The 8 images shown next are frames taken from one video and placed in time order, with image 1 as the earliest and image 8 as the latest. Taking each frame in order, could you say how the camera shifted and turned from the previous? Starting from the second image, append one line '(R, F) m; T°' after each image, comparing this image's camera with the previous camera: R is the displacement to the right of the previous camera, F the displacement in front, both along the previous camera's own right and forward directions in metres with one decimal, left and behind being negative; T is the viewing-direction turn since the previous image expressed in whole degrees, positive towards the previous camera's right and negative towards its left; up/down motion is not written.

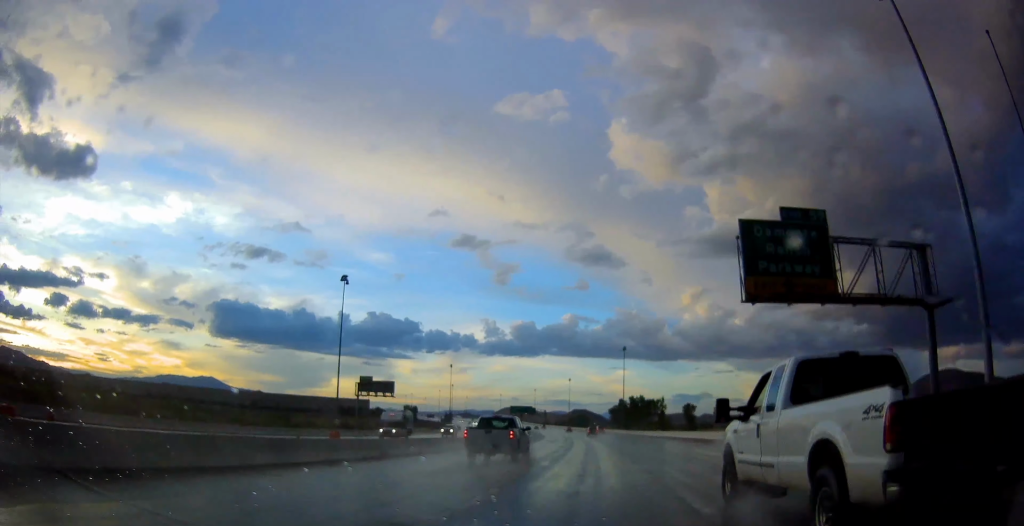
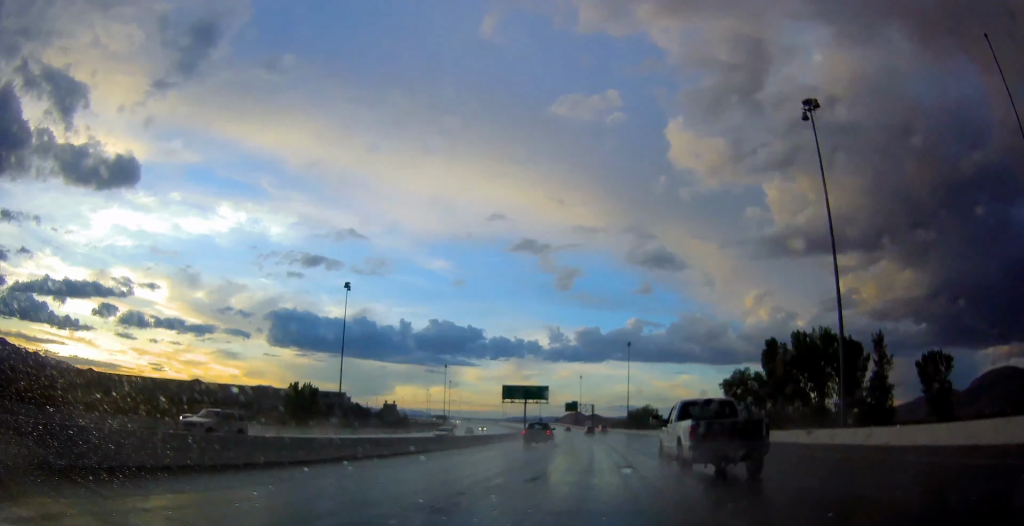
(-1.6, +116.7) m; -6°
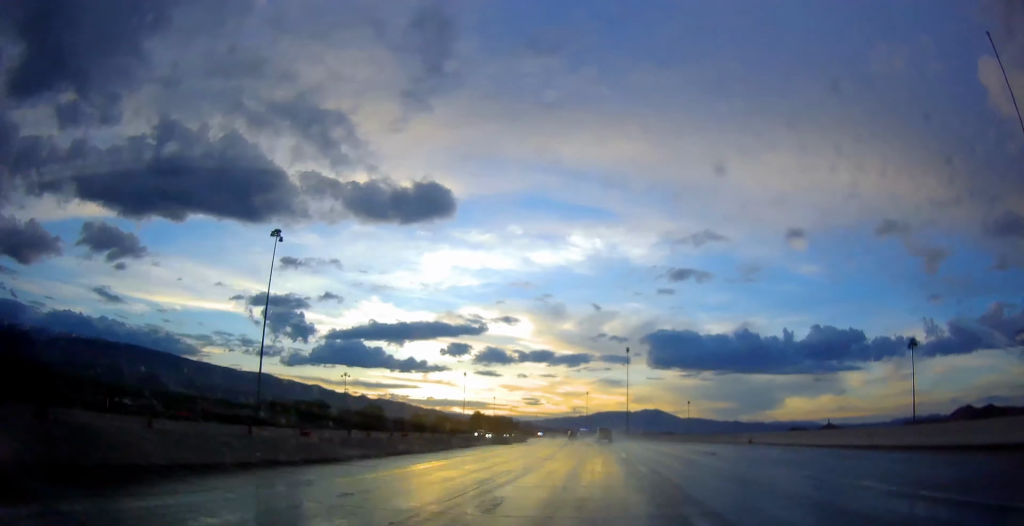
(-219.8, +648.8) m; -34°
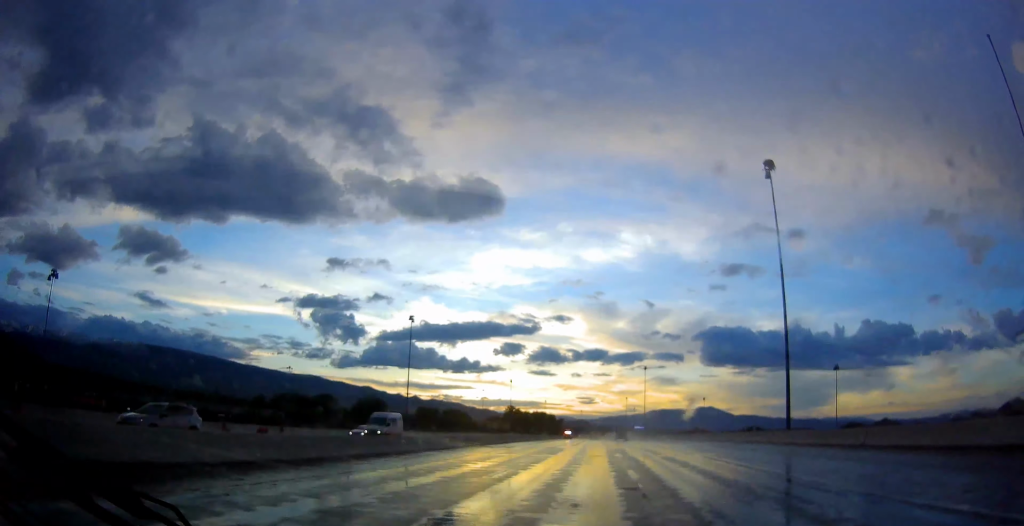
(-6.2, +97.6) m; -2°
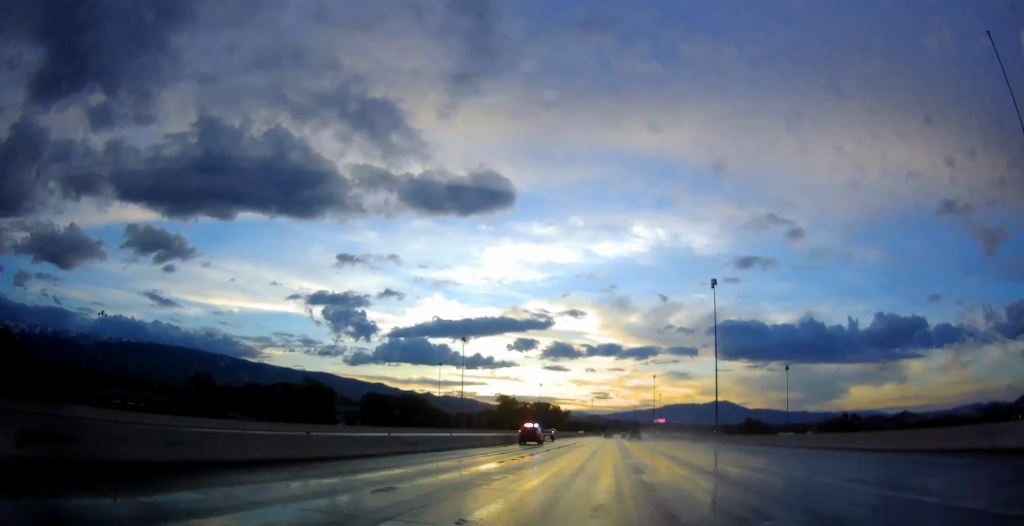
(-2.9, +97.3) m; -1°
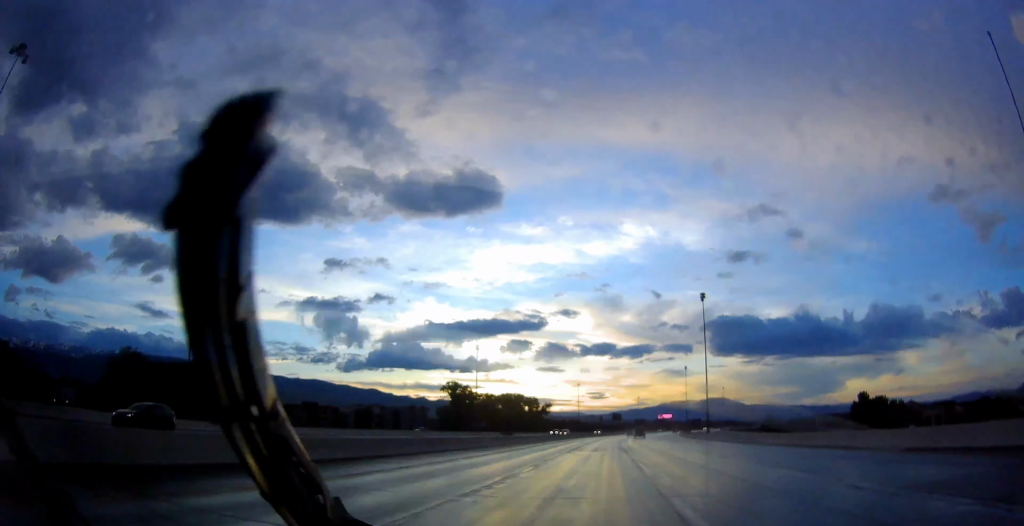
(-0.1, +121.2) m; +3°
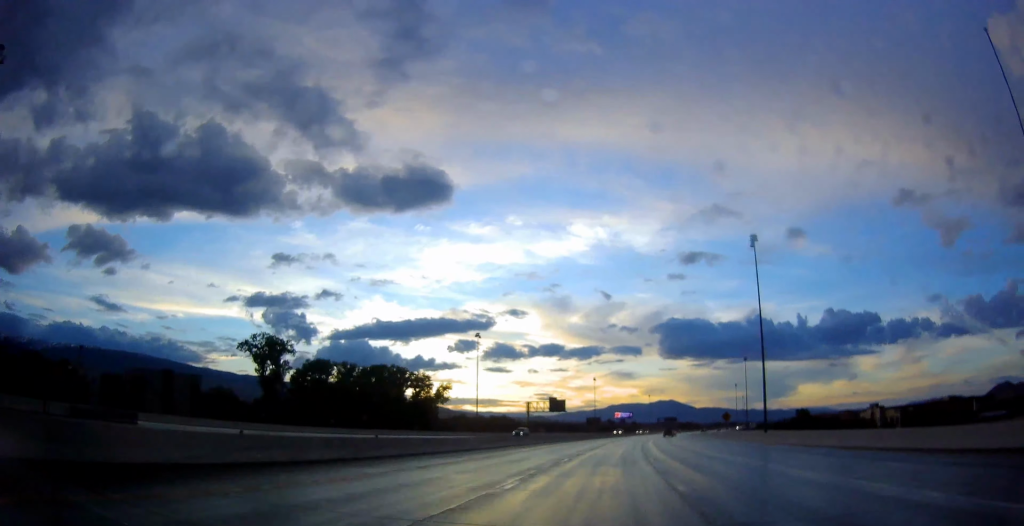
(+3.0, +127.8) m; +4°
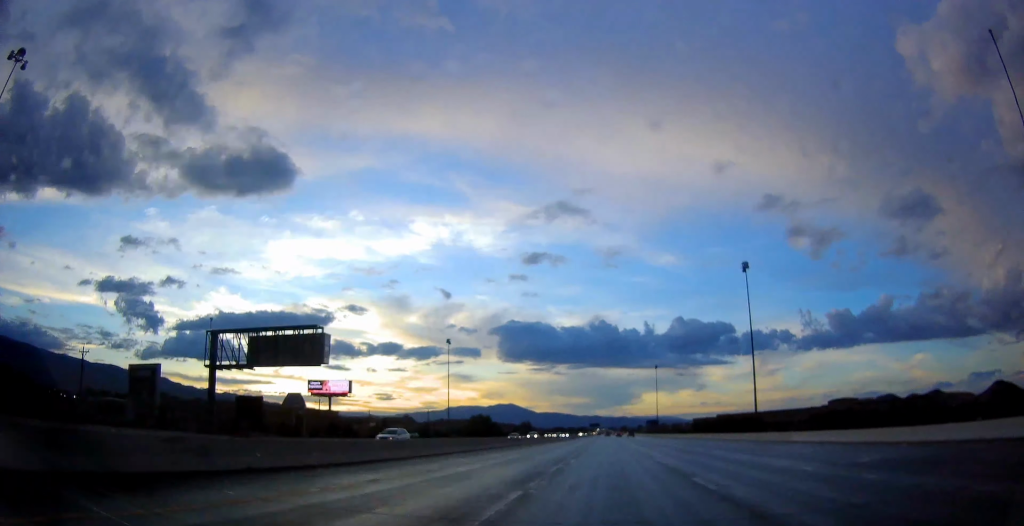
(+31.1, +286.5) m; +9°
